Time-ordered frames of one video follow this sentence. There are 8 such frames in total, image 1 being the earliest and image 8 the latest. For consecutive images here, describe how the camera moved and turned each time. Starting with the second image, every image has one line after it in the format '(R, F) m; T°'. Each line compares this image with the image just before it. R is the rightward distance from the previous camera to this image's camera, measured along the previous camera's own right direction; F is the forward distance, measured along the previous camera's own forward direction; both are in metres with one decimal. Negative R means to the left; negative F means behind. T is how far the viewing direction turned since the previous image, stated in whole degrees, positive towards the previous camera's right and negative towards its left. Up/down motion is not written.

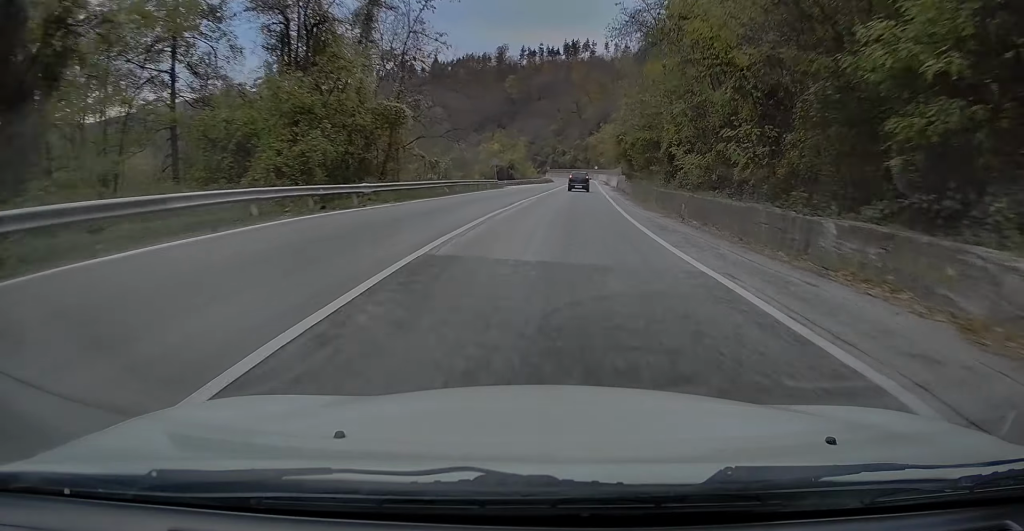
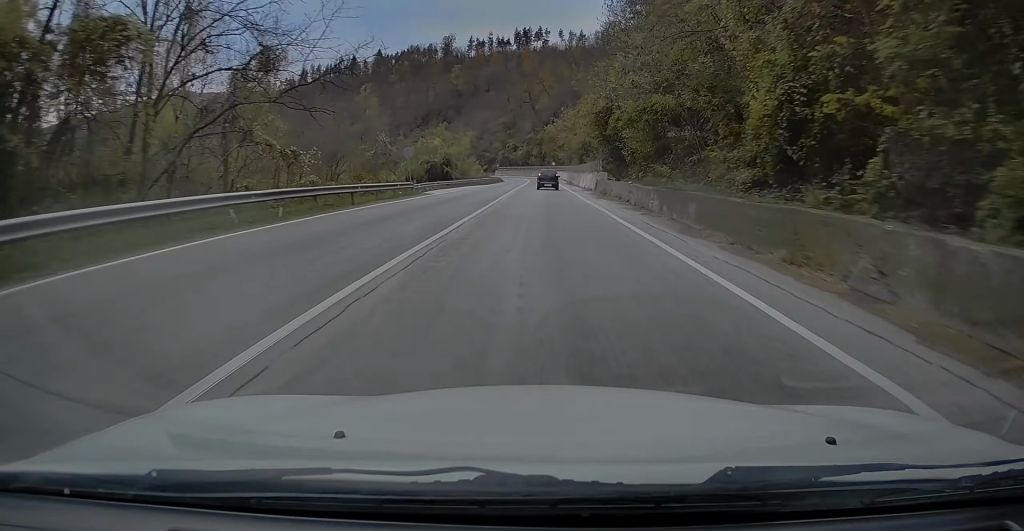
(+1.7, +24.7) m; +6°
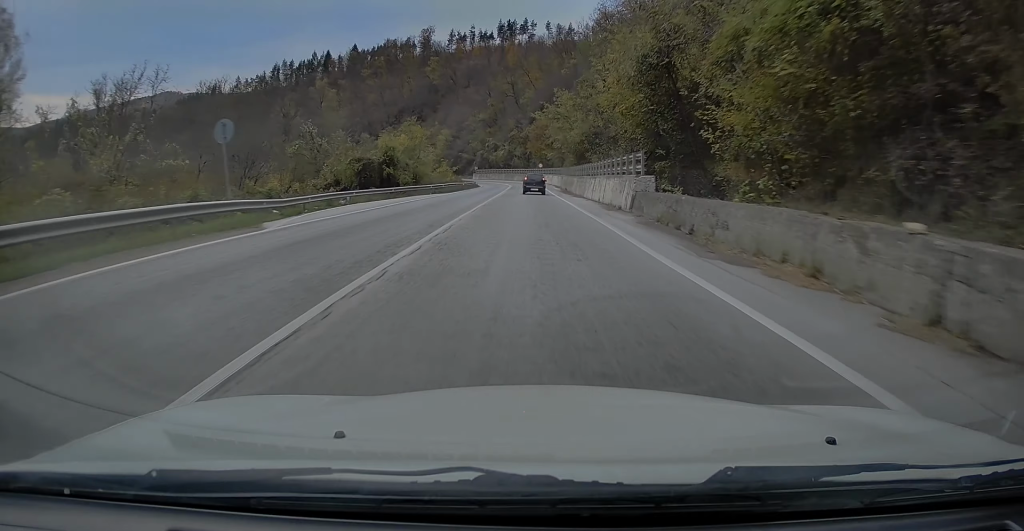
(+0.6, +24.9) m; +3°
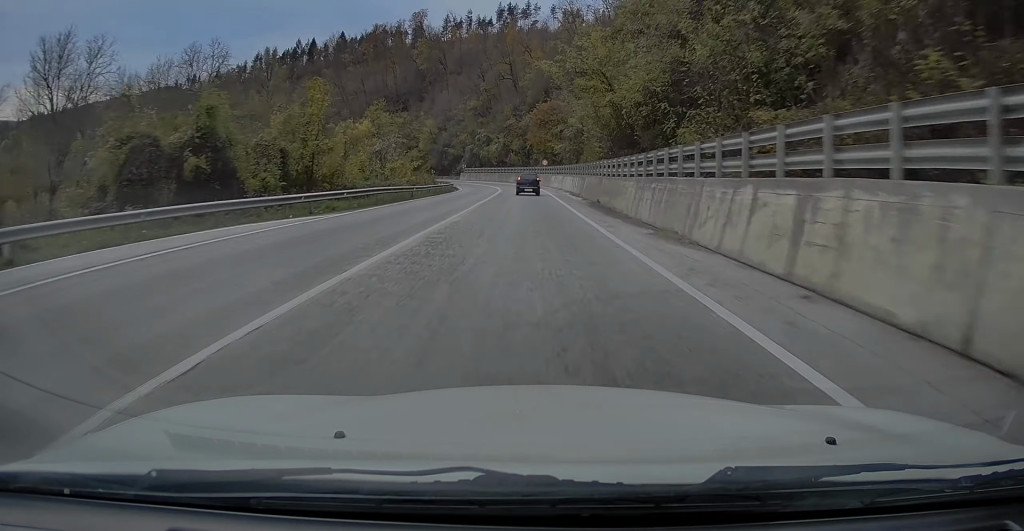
(-0.2, +31.6) m; -1°
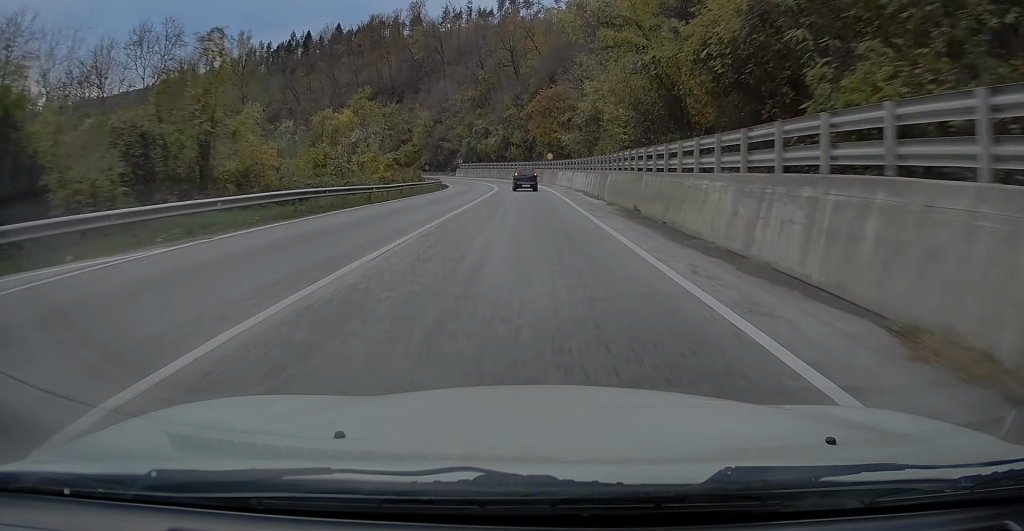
(-0.1, +11.8) m; 0°
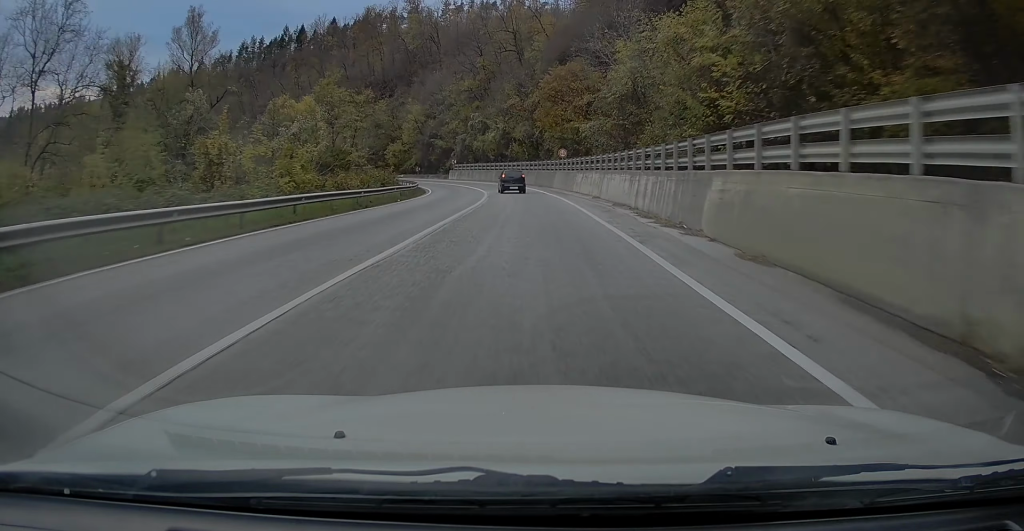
(0.0, +18.5) m; -1°
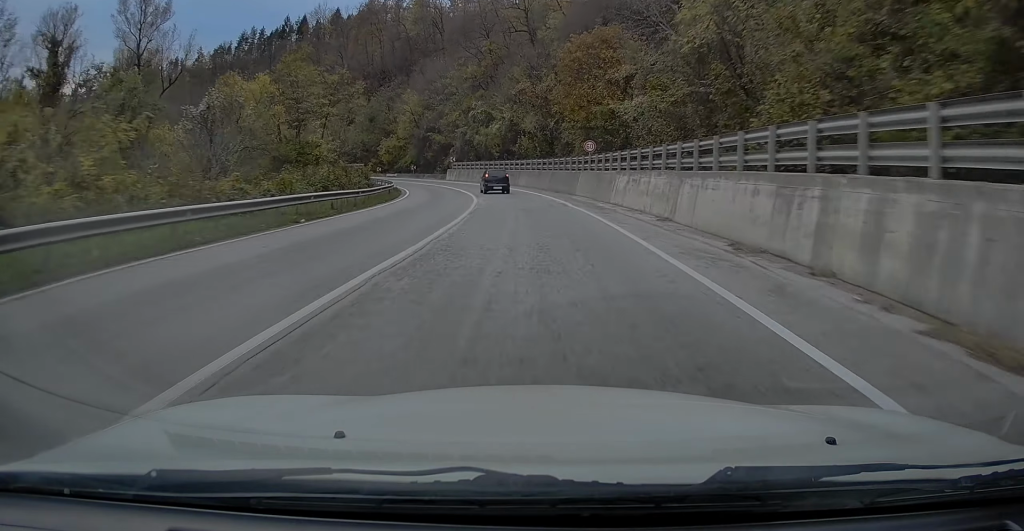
(-0.3, +16.0) m; -2°
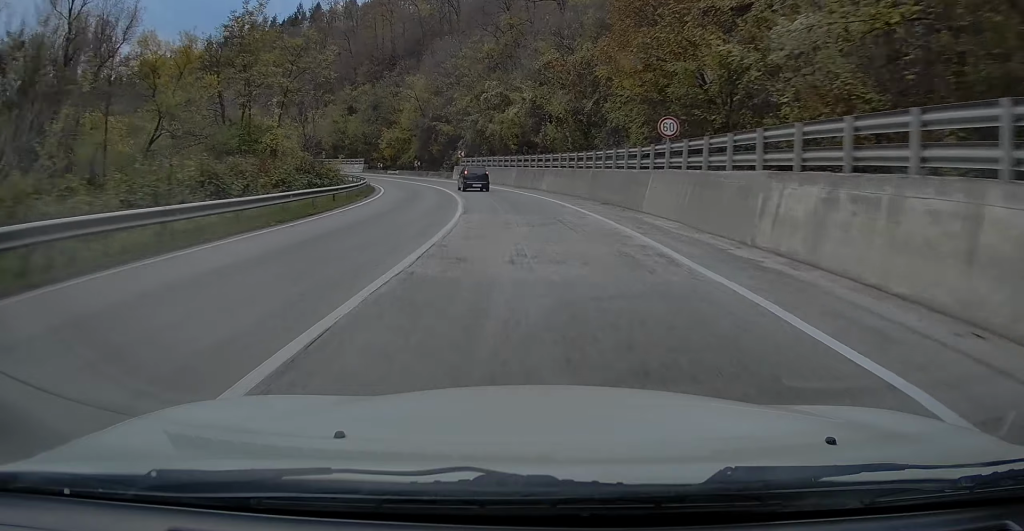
(-0.3, +17.2) m; -2°
